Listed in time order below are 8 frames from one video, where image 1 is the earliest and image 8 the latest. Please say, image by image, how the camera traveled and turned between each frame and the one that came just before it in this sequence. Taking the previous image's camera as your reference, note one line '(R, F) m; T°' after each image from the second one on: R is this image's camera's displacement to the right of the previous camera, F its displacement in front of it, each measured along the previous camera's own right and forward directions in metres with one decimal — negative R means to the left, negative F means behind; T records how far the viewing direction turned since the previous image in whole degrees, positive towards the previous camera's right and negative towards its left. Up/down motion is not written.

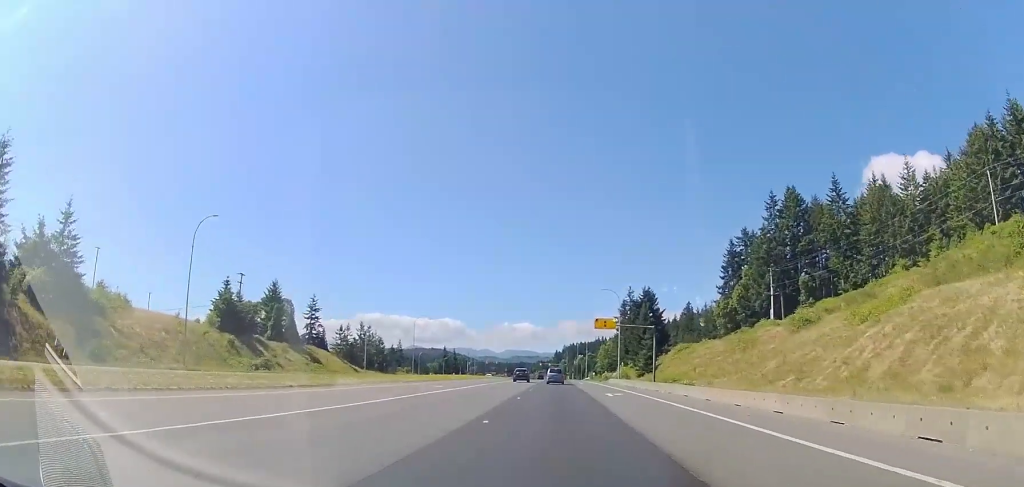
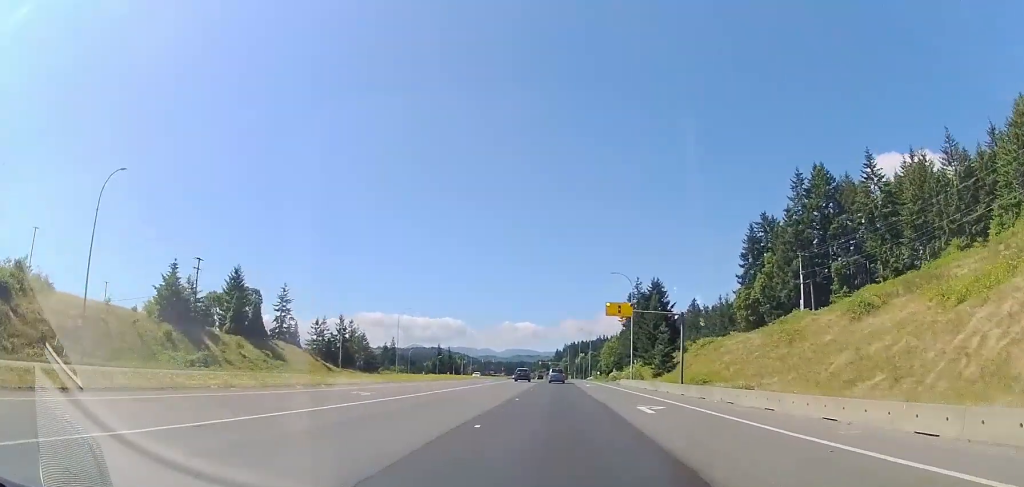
(+0.1, +14.1) m; 0°
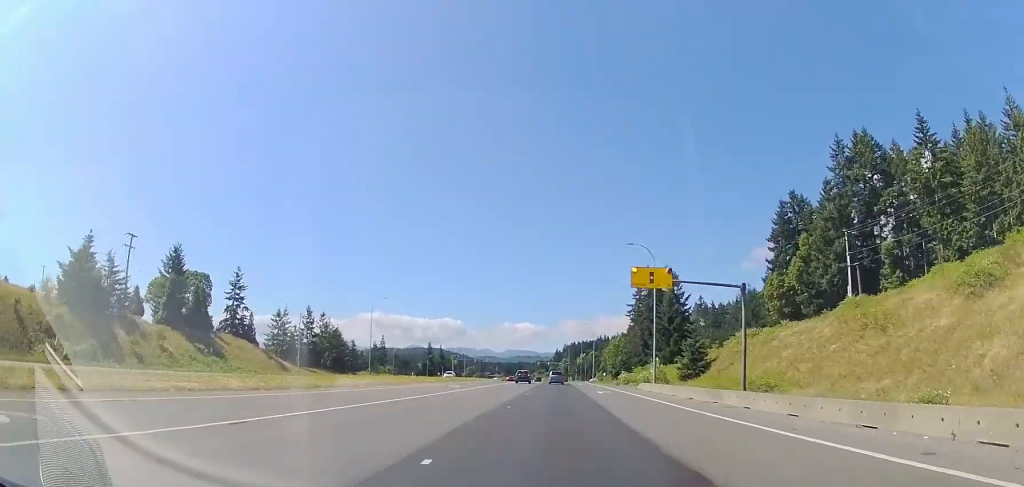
(-0.1, +17.3) m; 0°
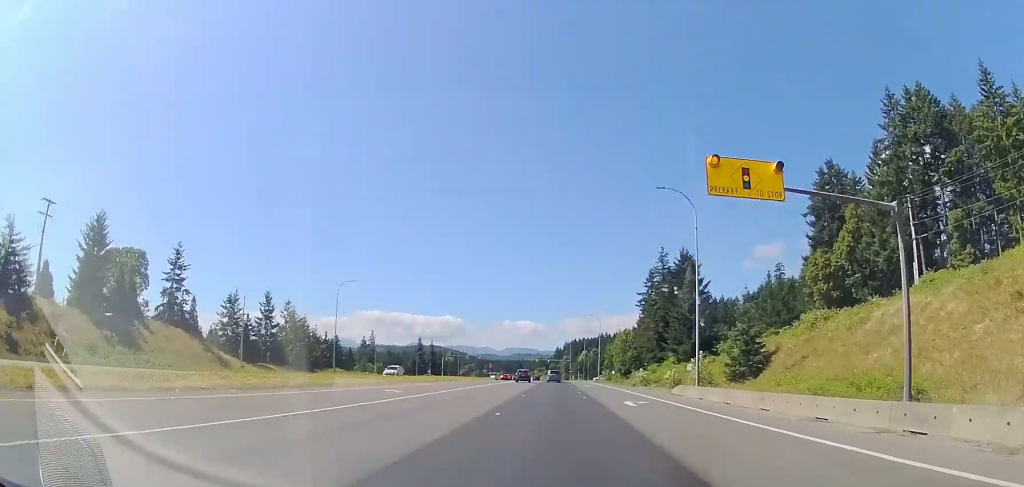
(+0.1, +16.9) m; 0°
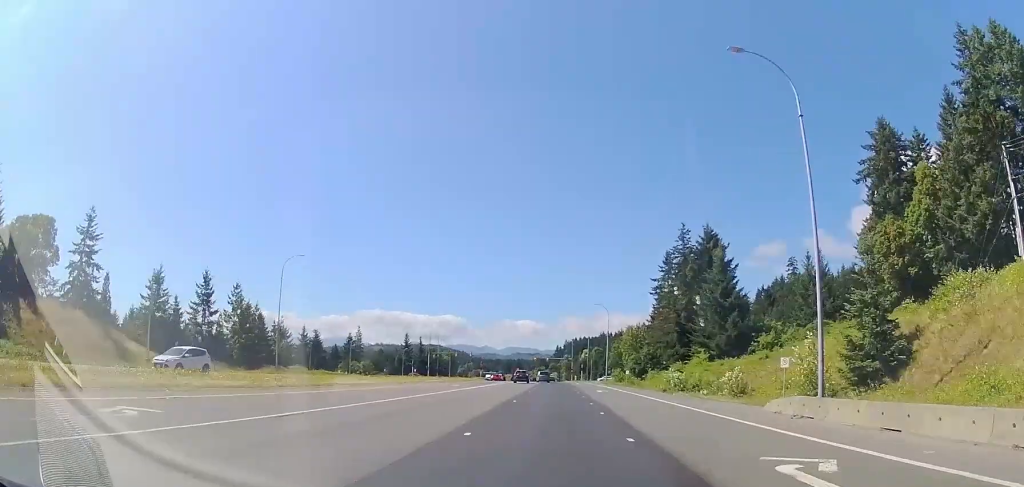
(0.0, +18.8) m; 0°
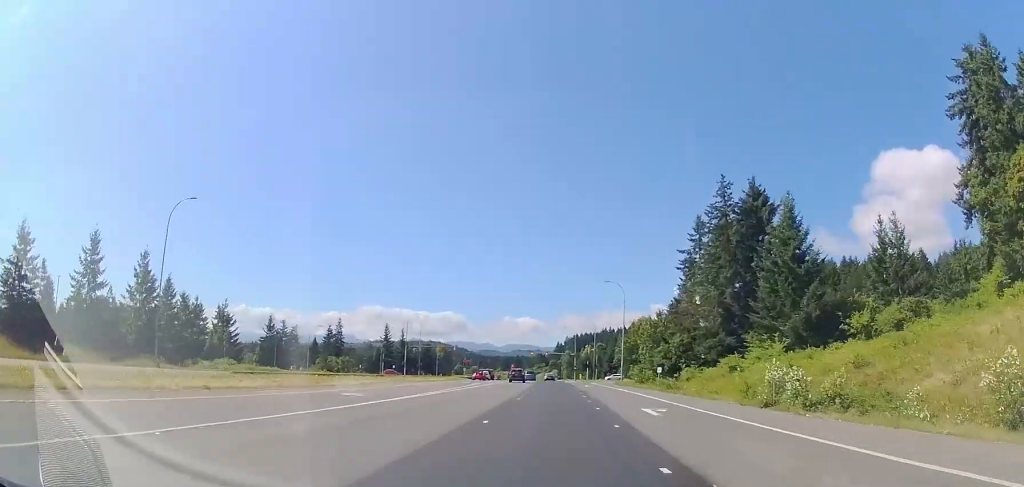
(-0.2, +23.6) m; -1°
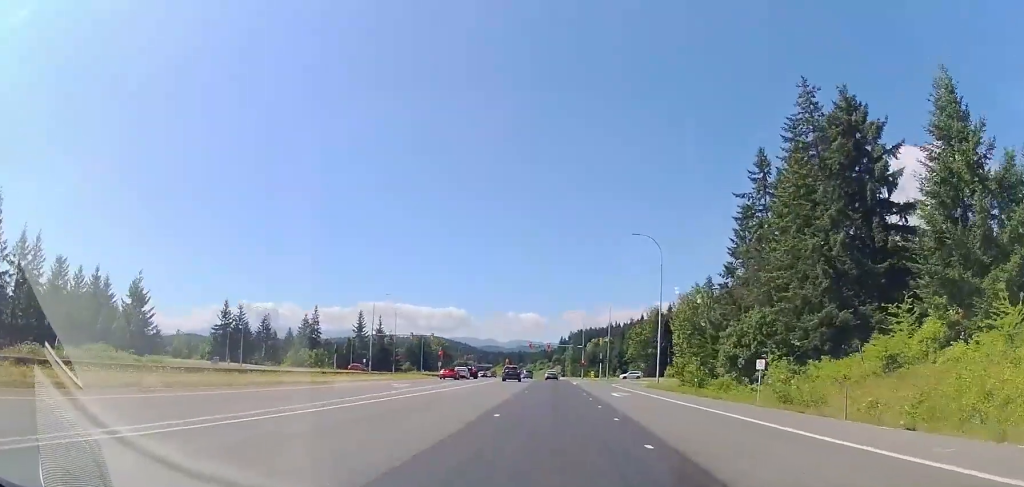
(-0.3, +27.0) m; 0°
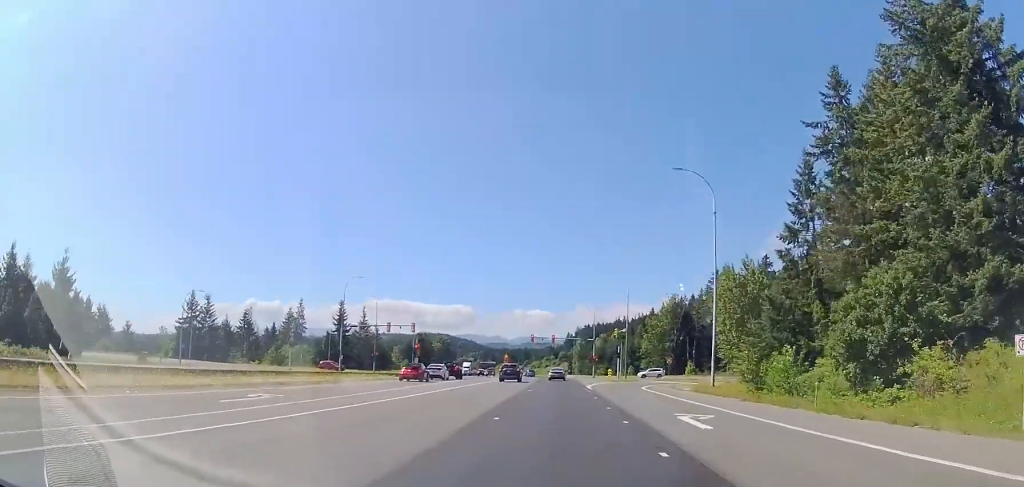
(+0.3, +17.9) m; +1°
